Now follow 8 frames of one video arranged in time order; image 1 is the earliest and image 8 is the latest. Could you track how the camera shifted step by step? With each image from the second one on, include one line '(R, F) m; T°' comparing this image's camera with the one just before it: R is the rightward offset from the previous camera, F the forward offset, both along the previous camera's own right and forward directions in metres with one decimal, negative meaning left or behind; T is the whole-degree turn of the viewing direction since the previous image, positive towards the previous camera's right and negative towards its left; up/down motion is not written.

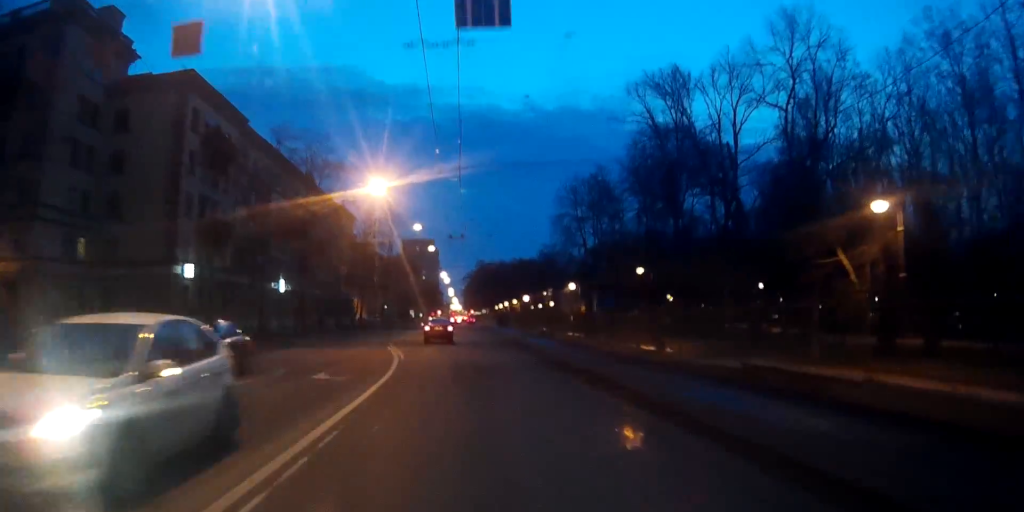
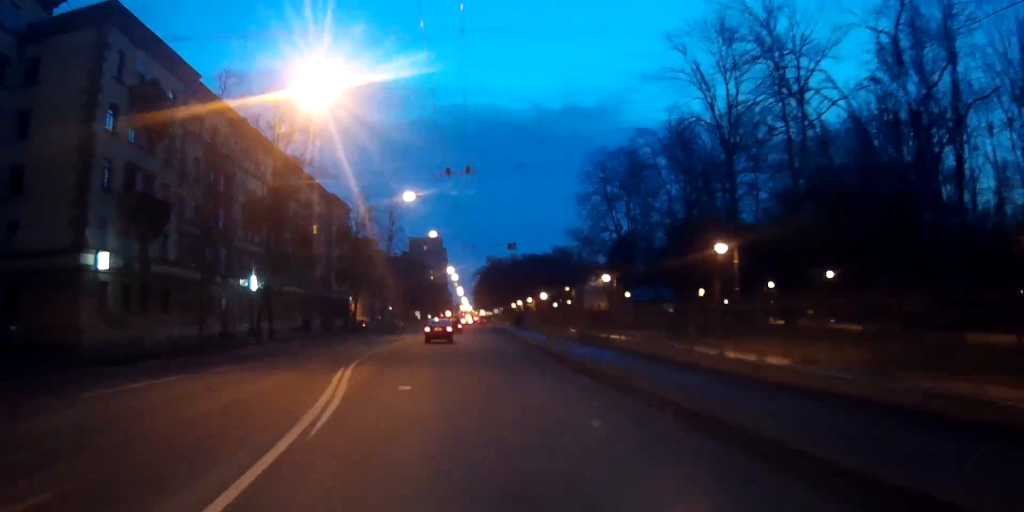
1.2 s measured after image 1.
(-0.1, +16.1) m; -1°
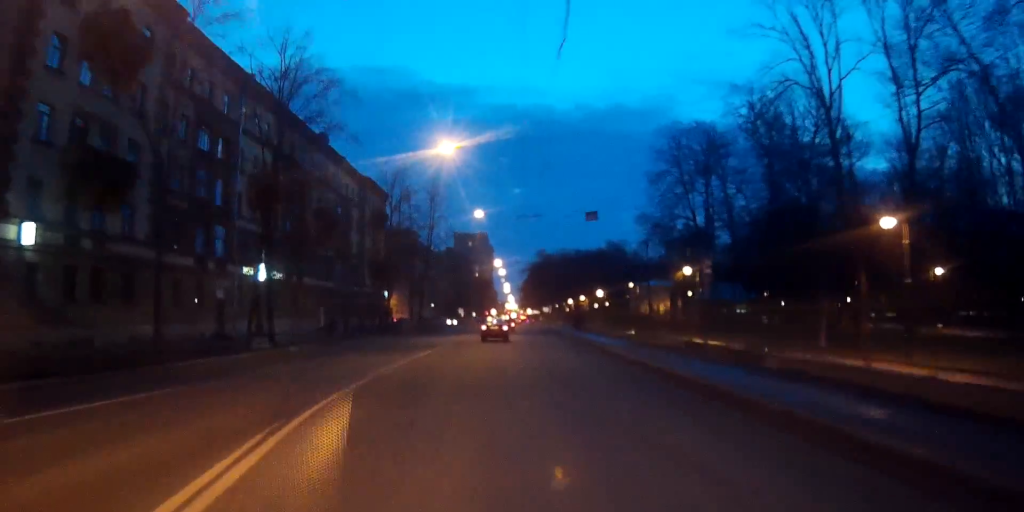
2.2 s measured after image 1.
(-0.2, +12.9) m; -1°
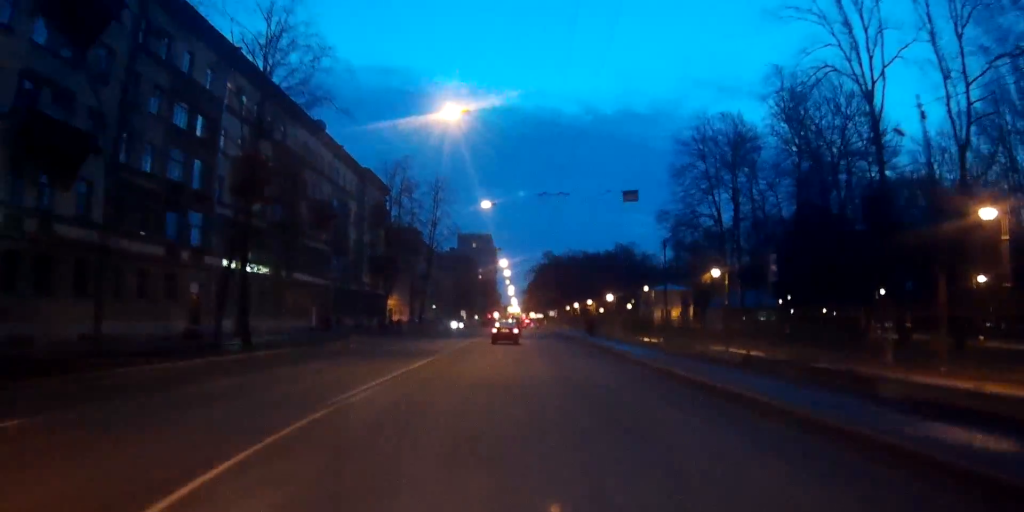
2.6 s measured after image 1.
(-0.1, +6.1) m; 0°
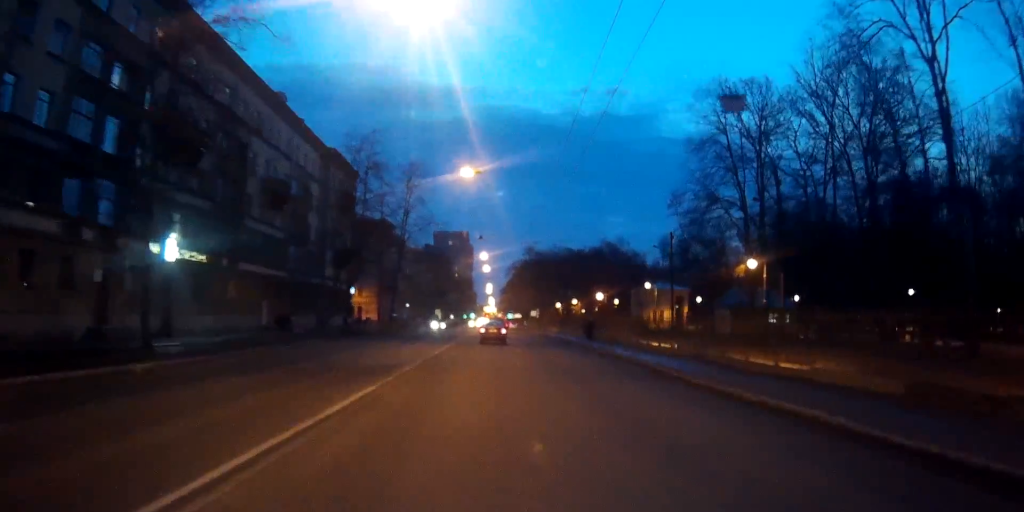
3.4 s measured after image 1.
(+0.1, +11.3) m; +2°
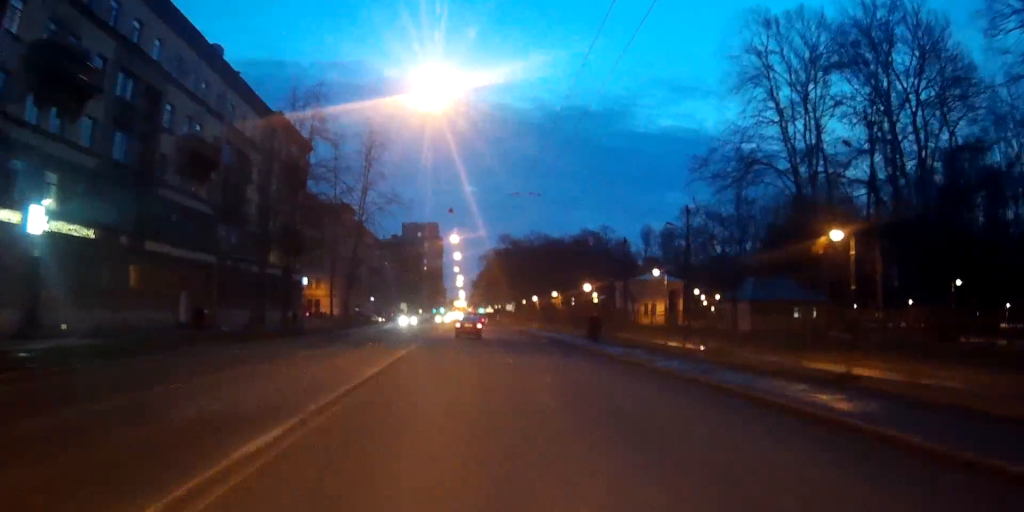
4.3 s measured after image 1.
(+0.3, +13.9) m; +2°
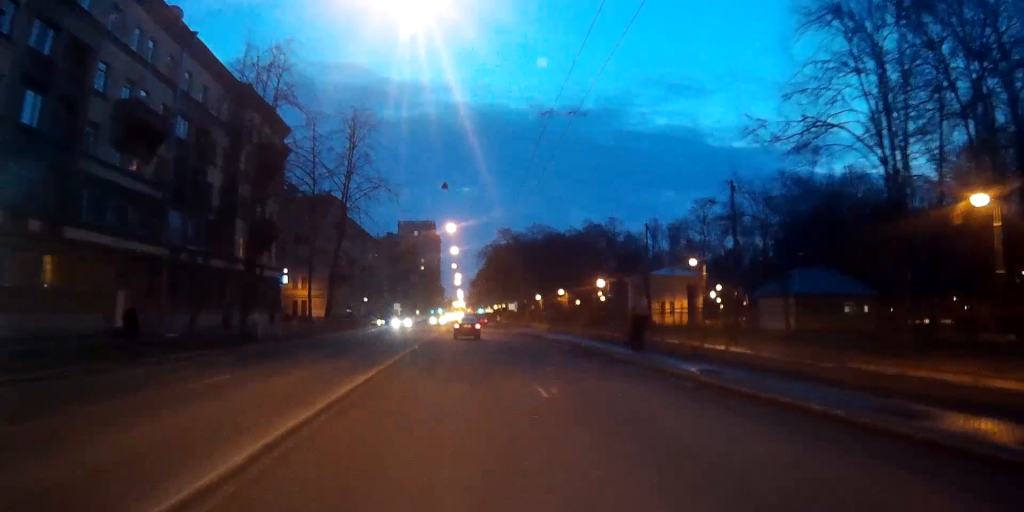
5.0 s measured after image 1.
(+0.1, +10.4) m; +1°
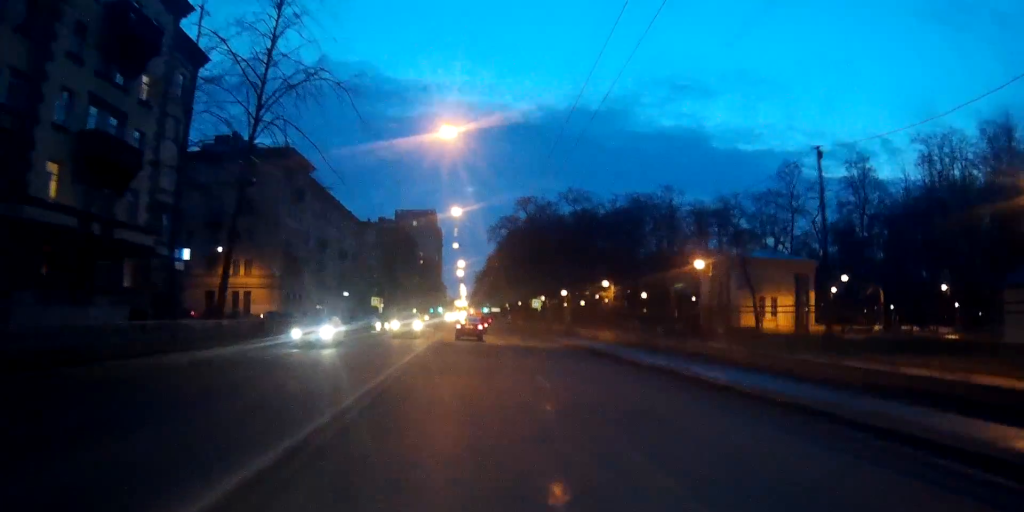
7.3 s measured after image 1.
(-0.2, +34.2) m; -1°
